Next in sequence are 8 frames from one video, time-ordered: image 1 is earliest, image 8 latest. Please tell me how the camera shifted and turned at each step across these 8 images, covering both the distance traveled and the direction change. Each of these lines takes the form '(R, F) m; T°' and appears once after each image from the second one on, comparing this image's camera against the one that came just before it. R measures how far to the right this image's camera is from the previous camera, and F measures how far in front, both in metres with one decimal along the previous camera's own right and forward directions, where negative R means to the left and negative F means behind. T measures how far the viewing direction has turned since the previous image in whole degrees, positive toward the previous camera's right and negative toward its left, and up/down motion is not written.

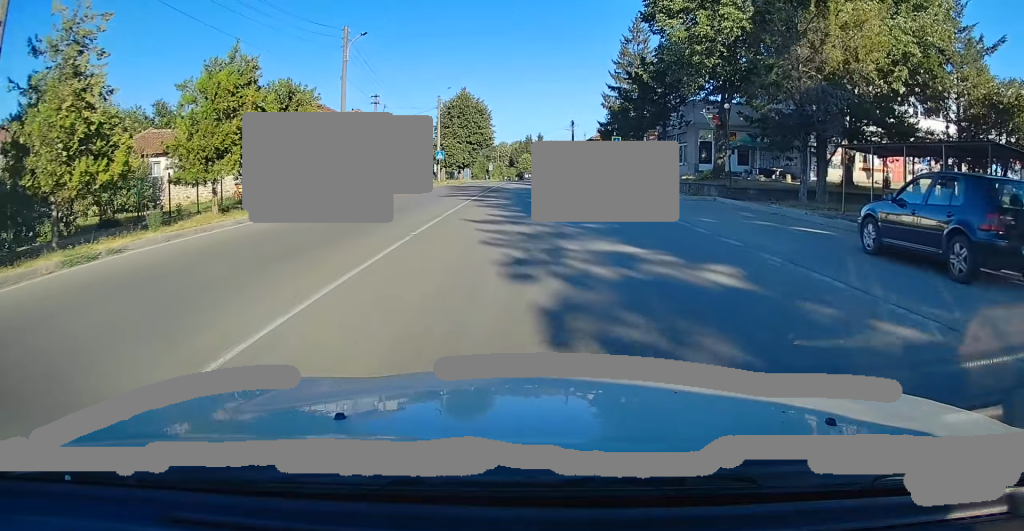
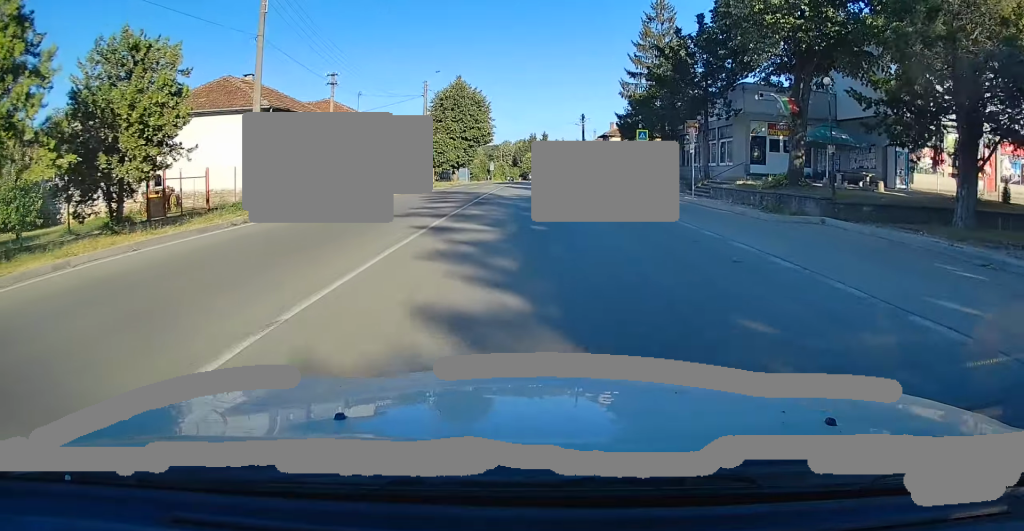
(-0.2, +10.2) m; 0°
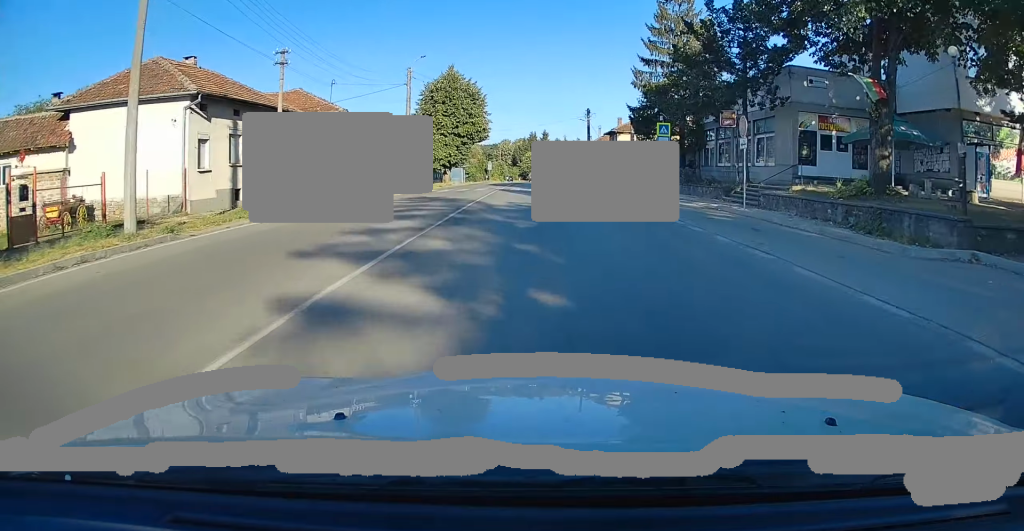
(+0.2, +6.8) m; 0°
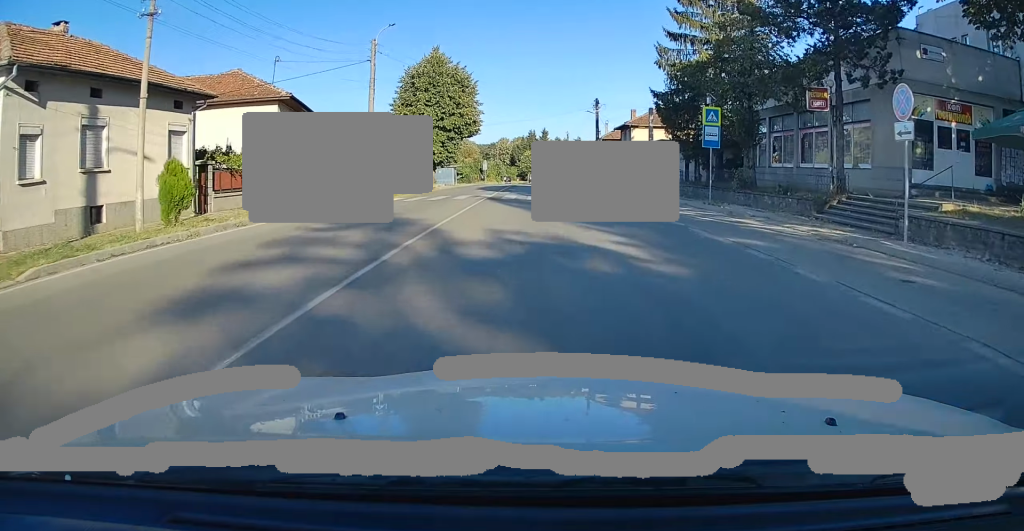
(+0.1, +9.7) m; -1°
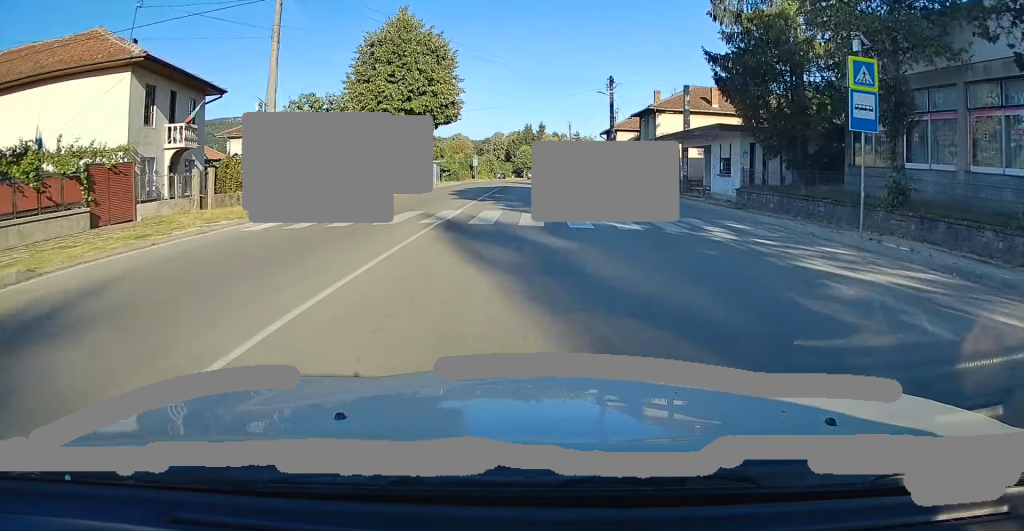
(-0.3, +12.6) m; -1°
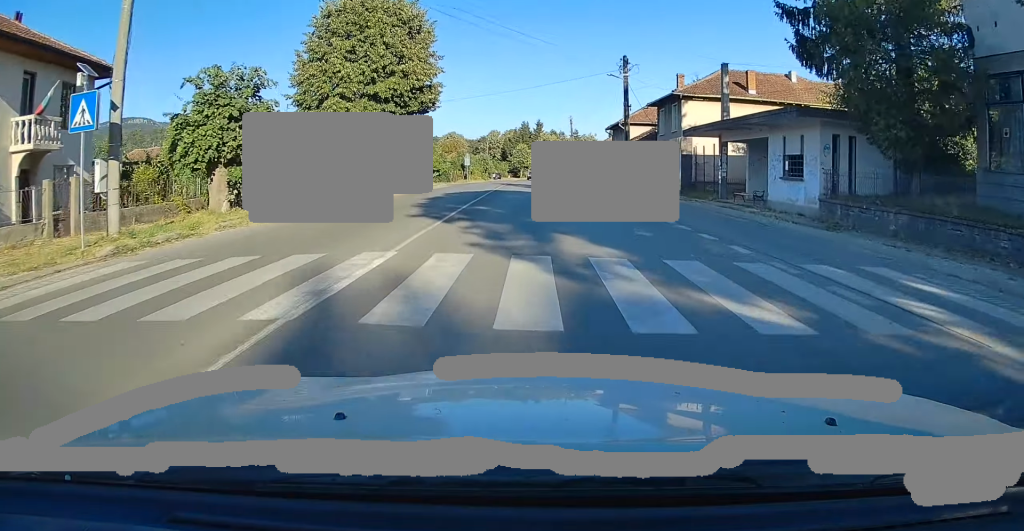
(0.0, +8.2) m; +1°
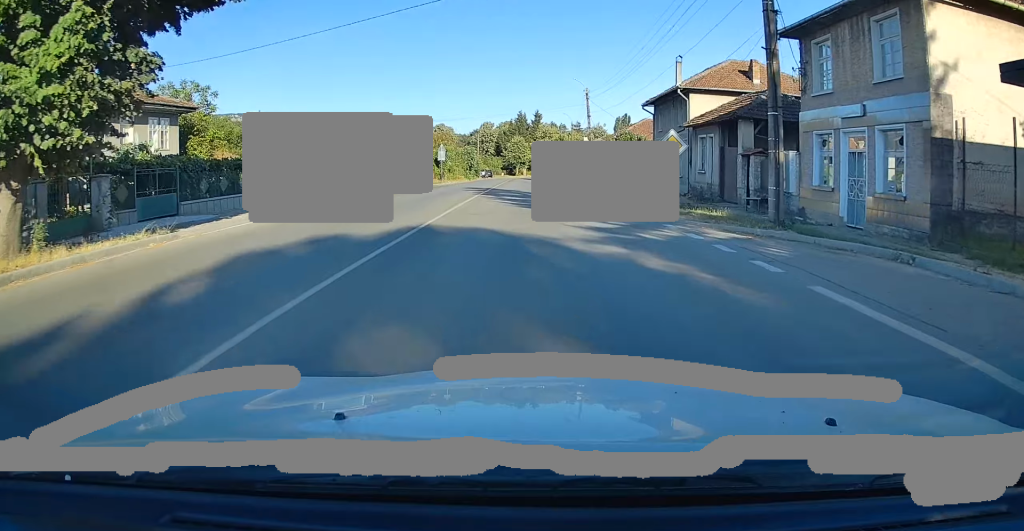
(+0.7, +23.2) m; +2°
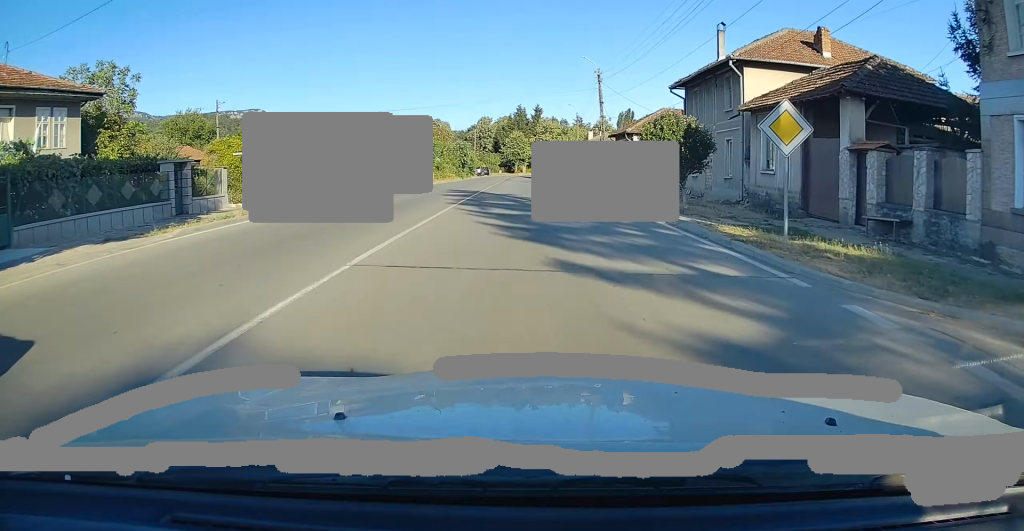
(0.0, +8.7) m; -1°
